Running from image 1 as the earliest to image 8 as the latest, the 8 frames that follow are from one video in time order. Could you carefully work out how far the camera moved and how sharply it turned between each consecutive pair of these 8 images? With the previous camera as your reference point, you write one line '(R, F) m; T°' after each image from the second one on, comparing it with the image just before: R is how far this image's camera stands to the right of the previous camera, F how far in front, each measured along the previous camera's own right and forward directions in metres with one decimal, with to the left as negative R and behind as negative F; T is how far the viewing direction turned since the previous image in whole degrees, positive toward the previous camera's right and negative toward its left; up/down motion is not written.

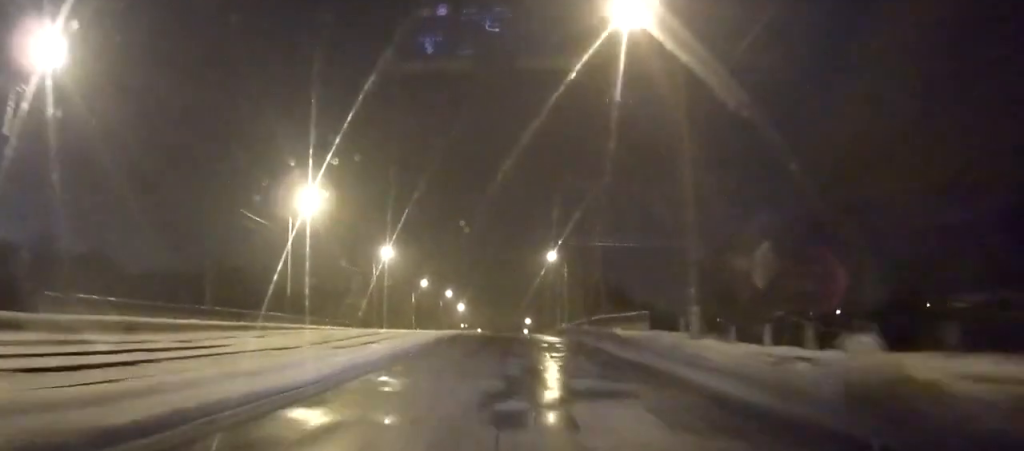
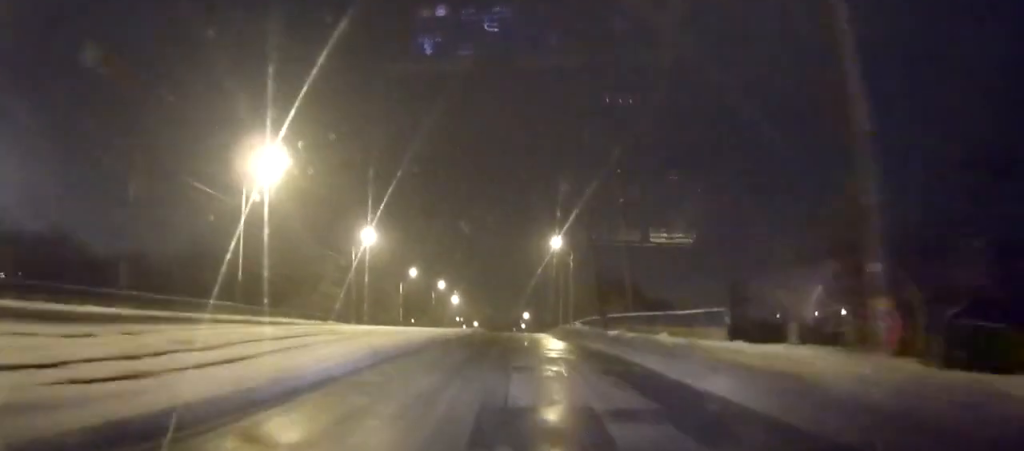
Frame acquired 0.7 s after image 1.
(+0.1, +11.5) m; 0°
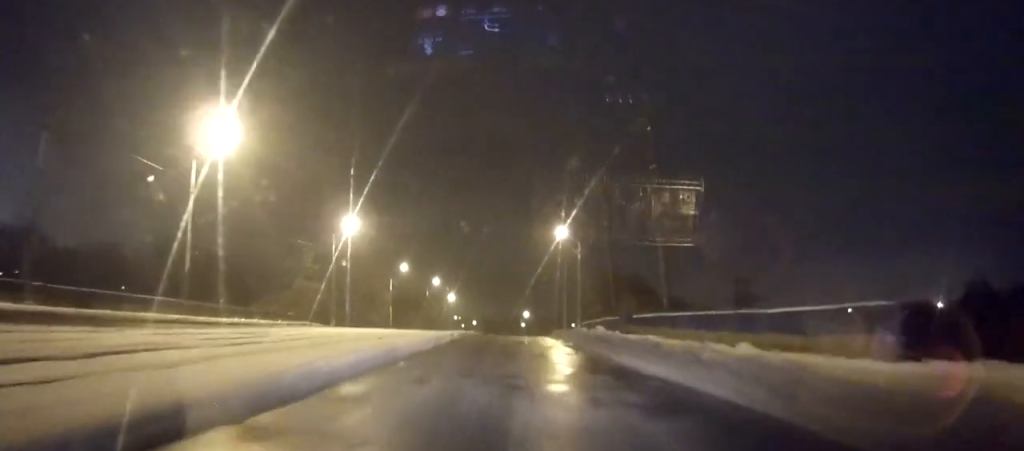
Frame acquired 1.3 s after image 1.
(0.0, +9.2) m; 0°
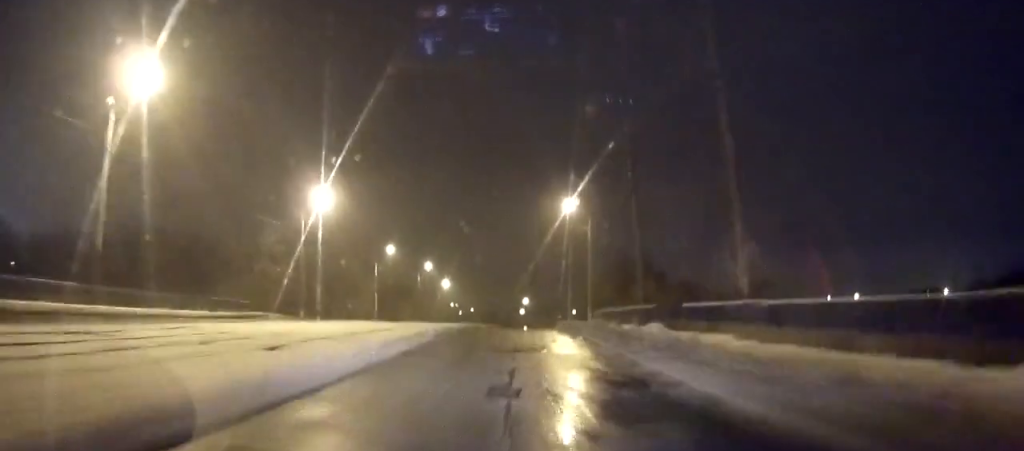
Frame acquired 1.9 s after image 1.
(0.0, +10.6) m; 0°
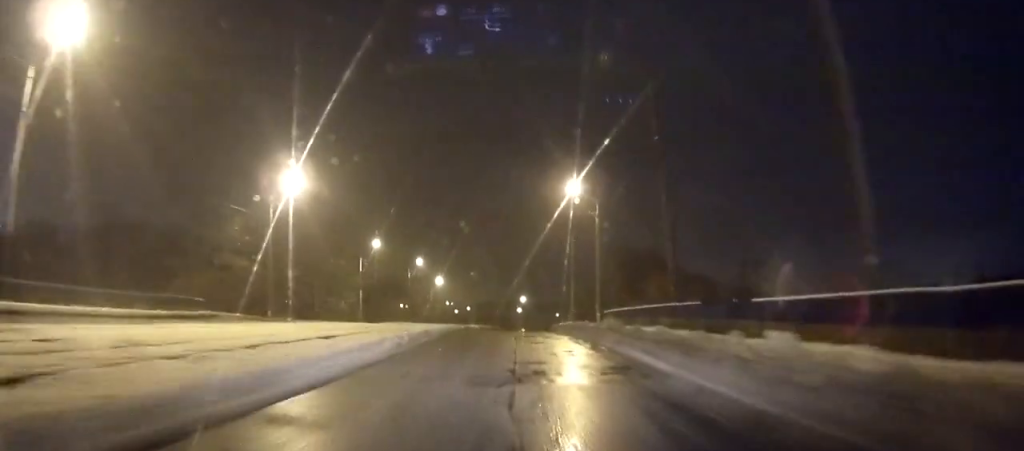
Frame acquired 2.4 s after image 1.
(0.0, +7.8) m; 0°
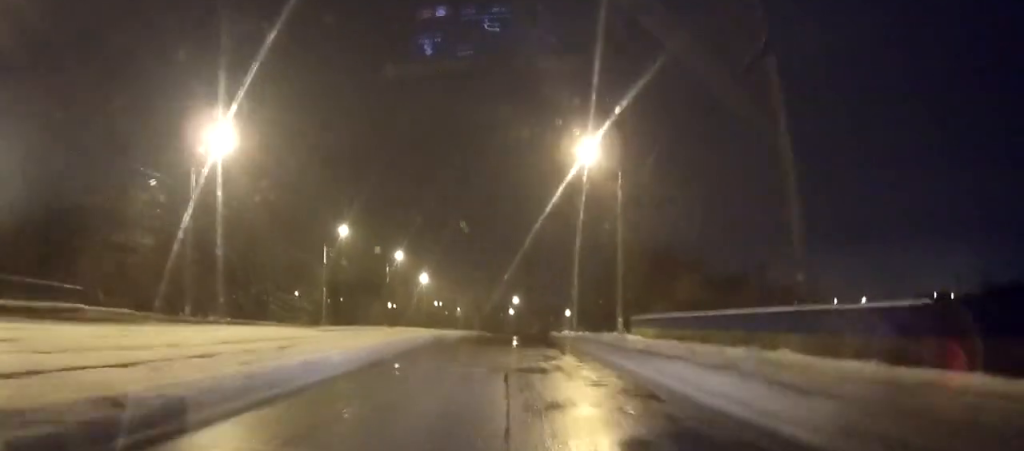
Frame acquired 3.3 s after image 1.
(0.0, +13.9) m; 0°
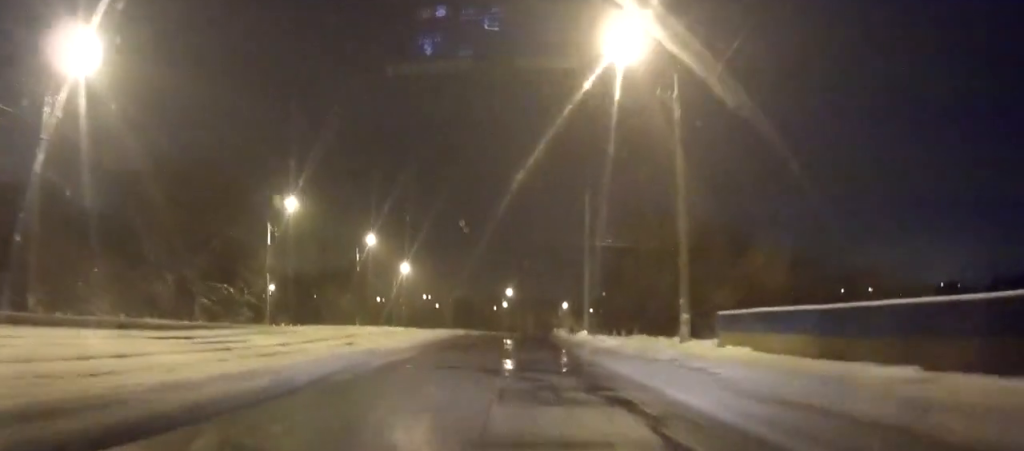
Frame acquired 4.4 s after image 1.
(+0.1, +15.9) m; 0°
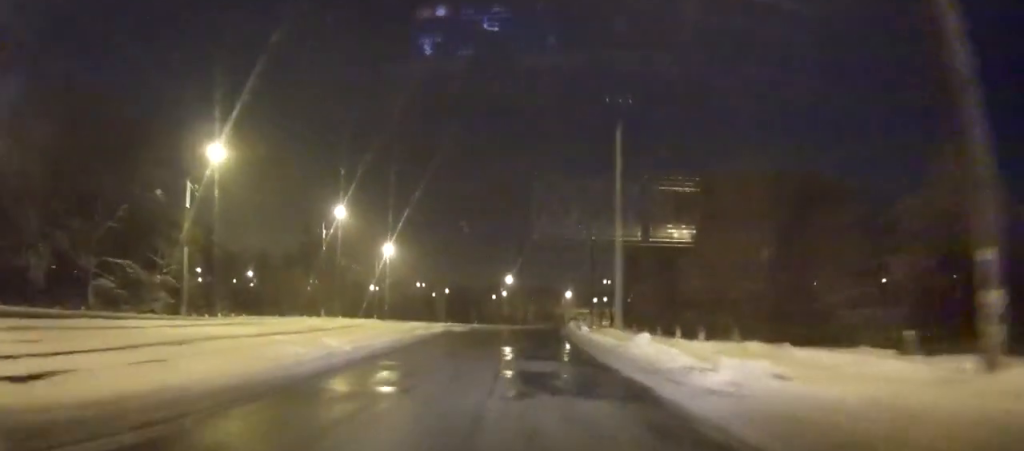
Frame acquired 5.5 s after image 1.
(0.0, +15.9) m; 0°
